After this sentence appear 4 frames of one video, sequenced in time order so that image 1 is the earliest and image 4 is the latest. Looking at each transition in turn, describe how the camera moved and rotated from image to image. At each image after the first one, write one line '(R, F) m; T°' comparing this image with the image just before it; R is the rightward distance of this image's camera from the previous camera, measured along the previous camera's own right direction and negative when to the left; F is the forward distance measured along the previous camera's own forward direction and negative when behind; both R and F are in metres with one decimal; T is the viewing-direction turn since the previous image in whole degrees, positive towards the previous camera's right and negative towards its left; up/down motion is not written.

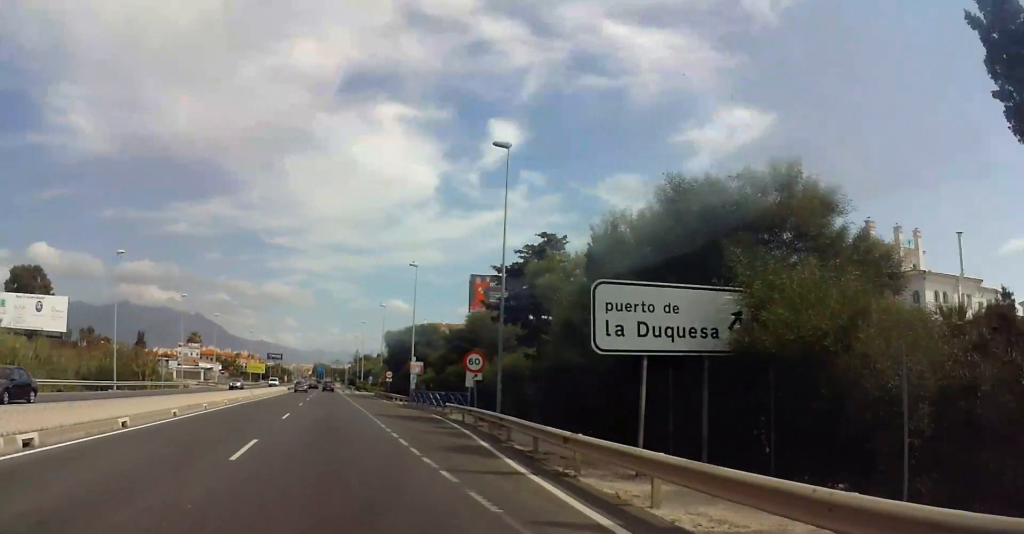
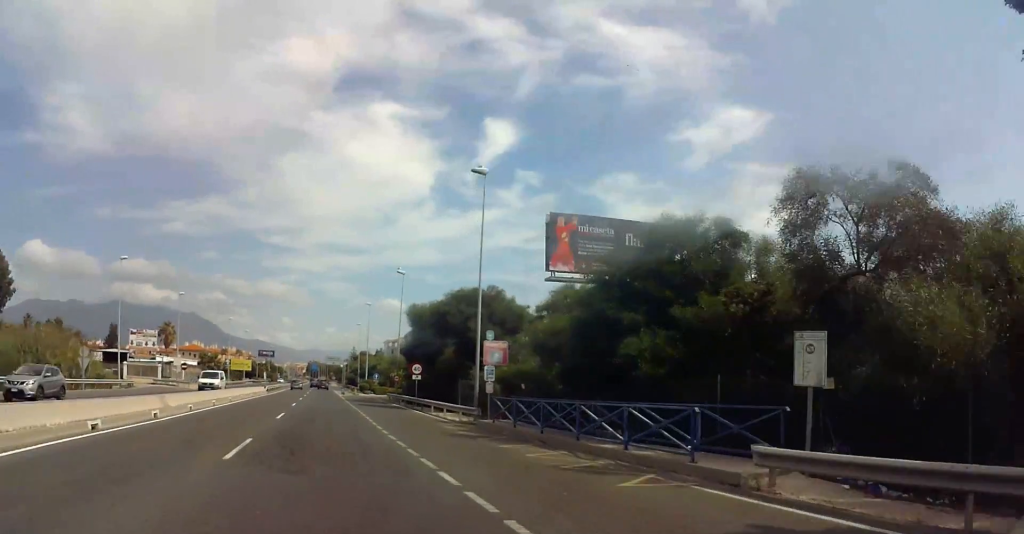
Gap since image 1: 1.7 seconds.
(-0.2, +27.2) m; 0°
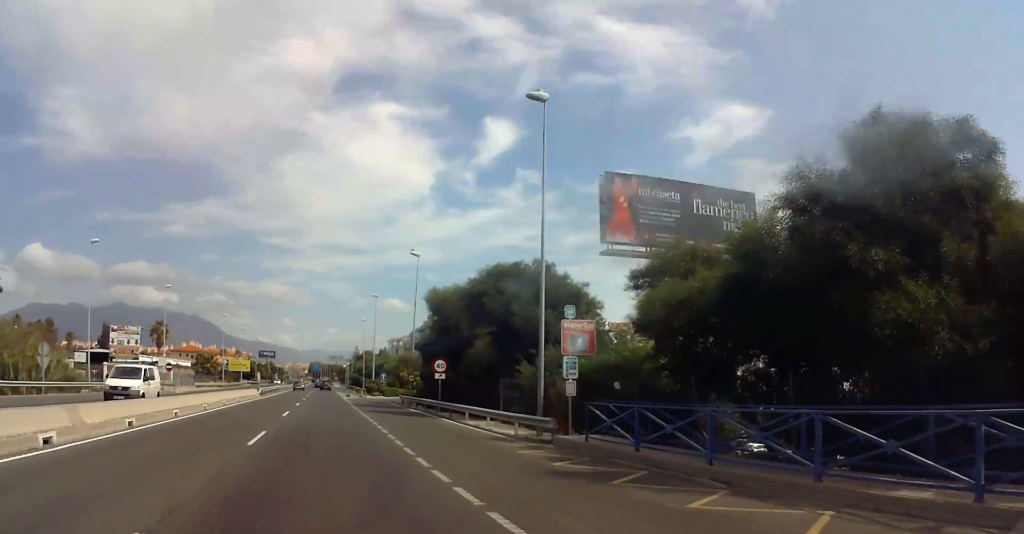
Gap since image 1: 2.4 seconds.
(+0.1, +10.1) m; 0°
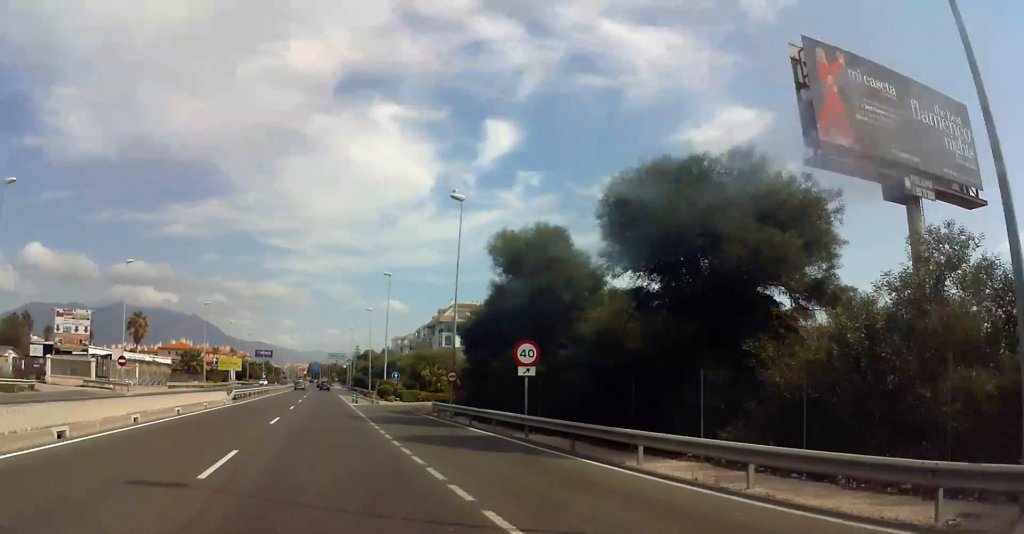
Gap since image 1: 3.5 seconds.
(-0.2, +17.9) m; -1°
